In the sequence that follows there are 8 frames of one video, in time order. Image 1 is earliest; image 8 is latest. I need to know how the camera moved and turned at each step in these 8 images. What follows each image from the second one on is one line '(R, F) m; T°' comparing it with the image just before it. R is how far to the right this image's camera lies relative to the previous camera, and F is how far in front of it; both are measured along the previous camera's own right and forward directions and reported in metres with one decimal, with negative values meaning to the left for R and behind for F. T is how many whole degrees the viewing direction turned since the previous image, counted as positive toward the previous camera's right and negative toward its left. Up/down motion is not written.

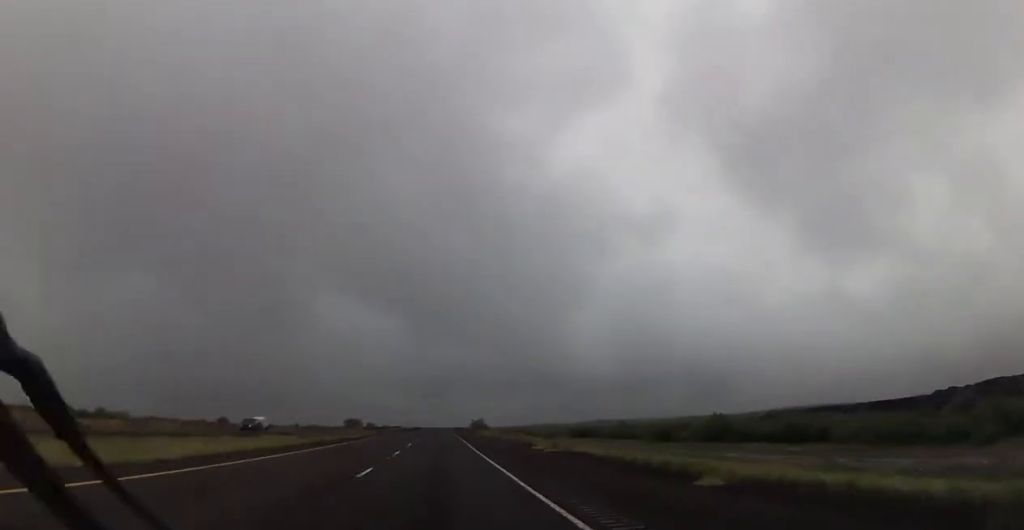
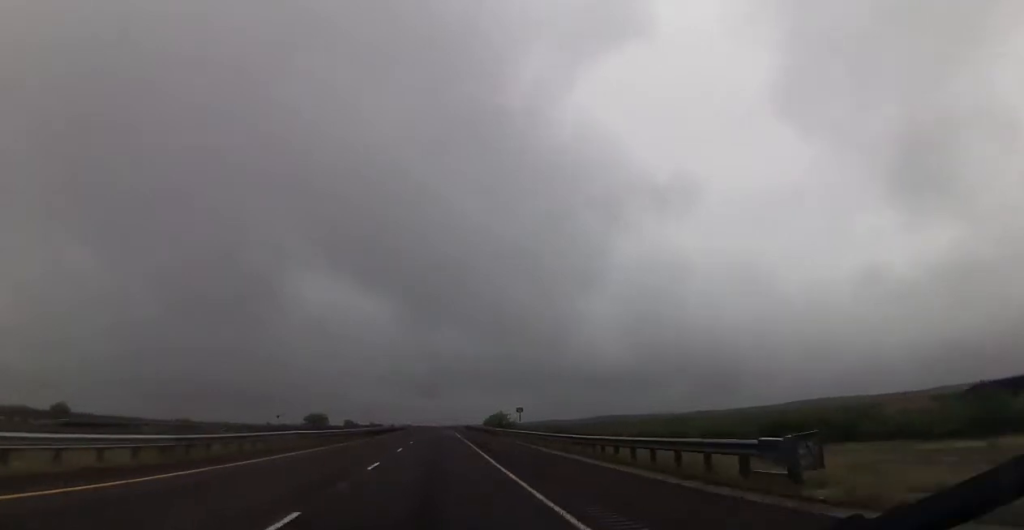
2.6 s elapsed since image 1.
(0.0, +95.3) m; +1°
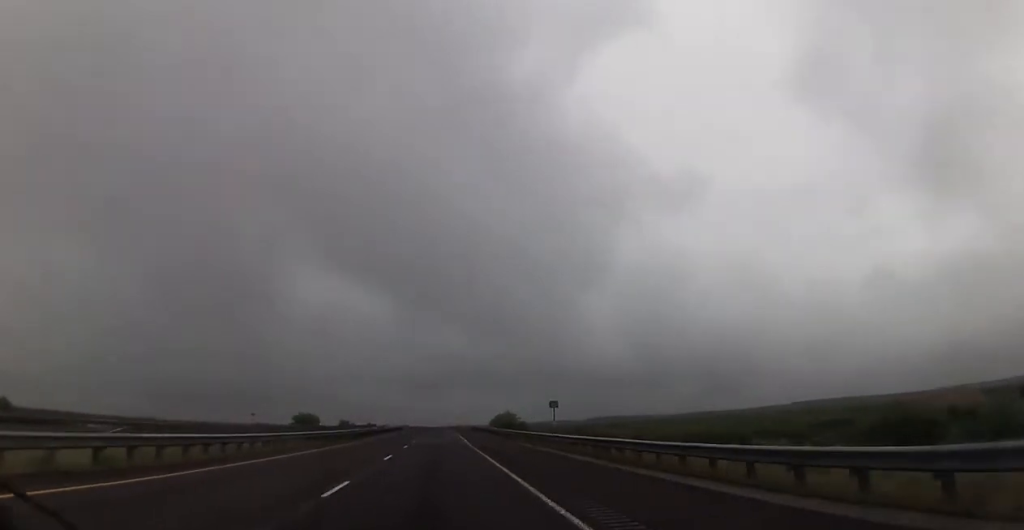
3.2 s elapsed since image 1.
(+0.1, +19.3) m; 0°
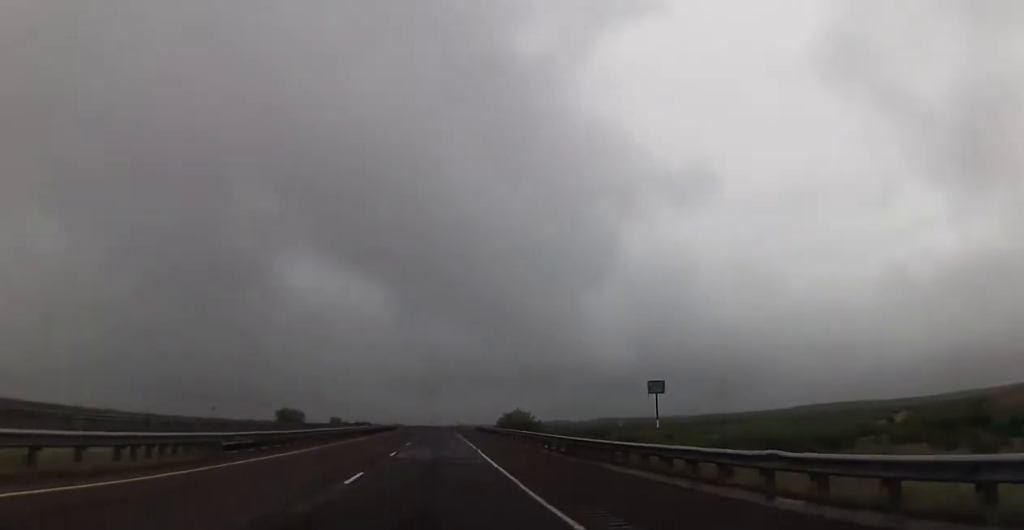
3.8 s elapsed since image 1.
(0.0, +21.7) m; 0°
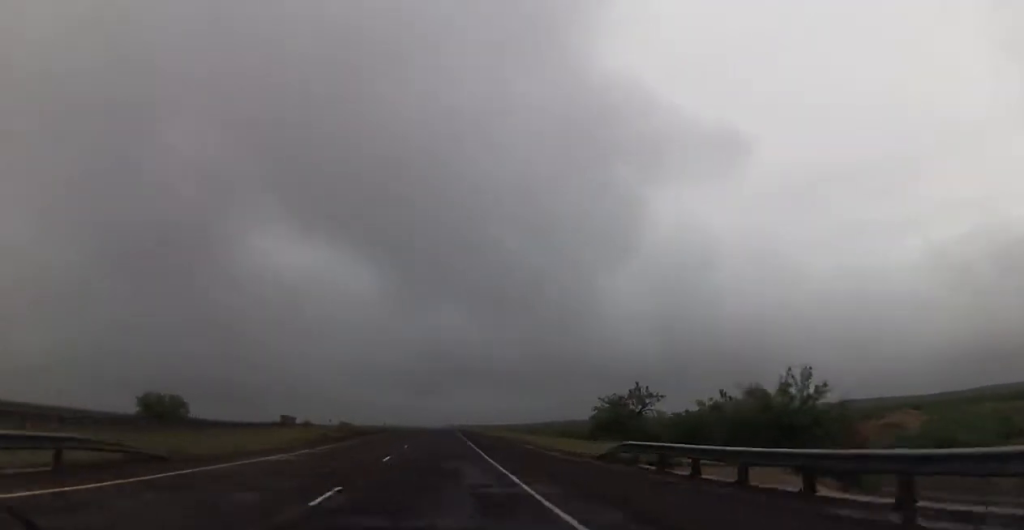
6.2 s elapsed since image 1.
(-0.8, +89.3) m; -1°
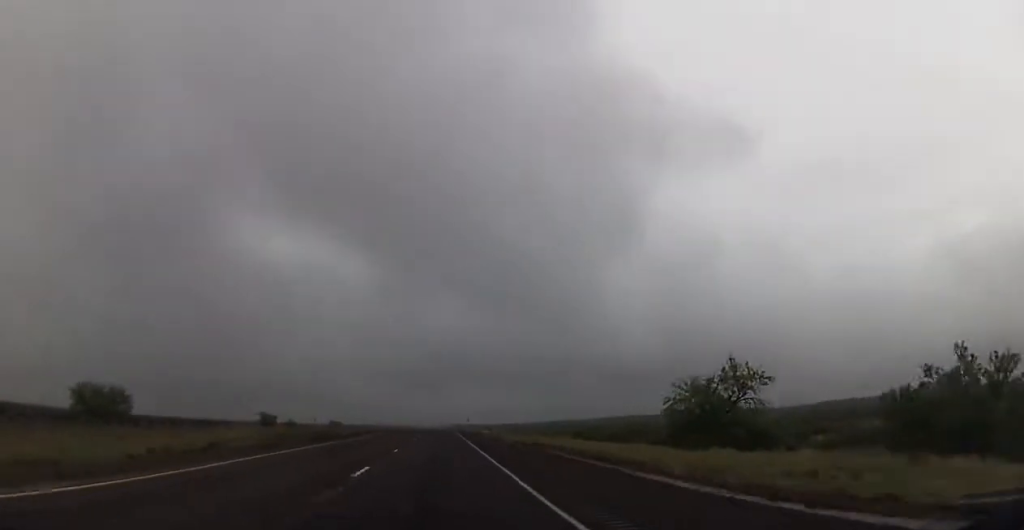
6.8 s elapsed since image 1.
(0.0, +19.3) m; 0°
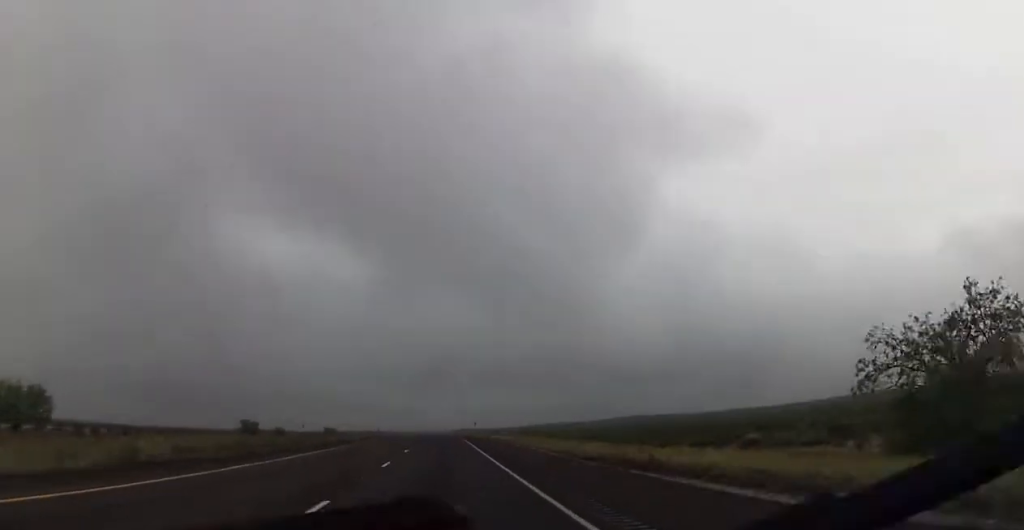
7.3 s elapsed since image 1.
(0.0, +19.4) m; 0°
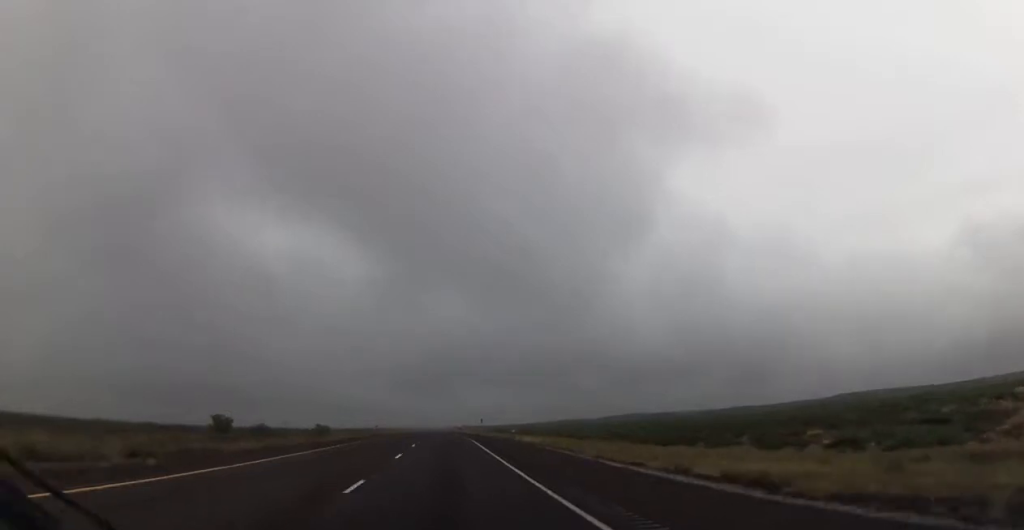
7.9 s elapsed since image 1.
(+0.1, +20.6) m; 0°
